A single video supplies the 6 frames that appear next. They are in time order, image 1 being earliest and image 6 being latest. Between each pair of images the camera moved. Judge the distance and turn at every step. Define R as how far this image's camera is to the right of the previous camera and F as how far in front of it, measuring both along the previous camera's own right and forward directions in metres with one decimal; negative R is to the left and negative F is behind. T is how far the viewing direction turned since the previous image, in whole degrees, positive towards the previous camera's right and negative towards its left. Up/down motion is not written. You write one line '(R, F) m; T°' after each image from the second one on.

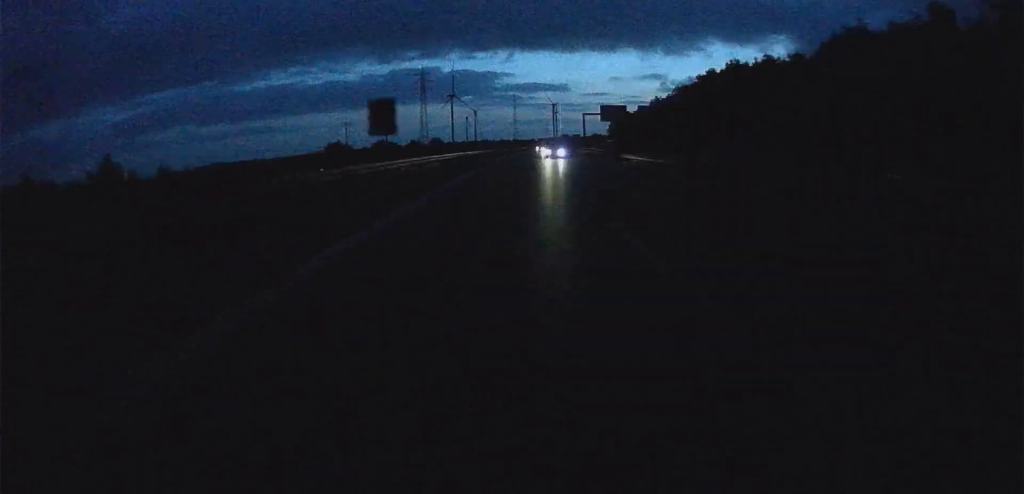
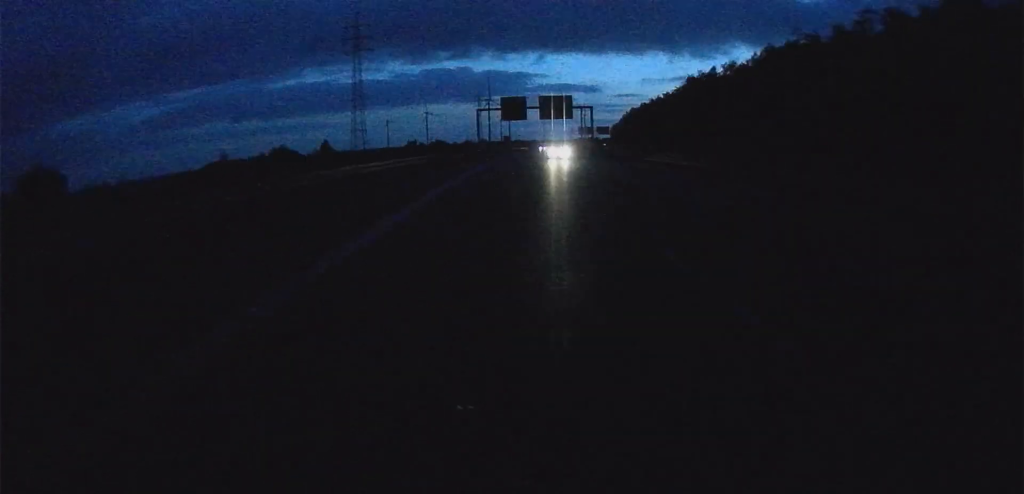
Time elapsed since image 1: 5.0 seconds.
(-0.8, +116.5) m; -3°
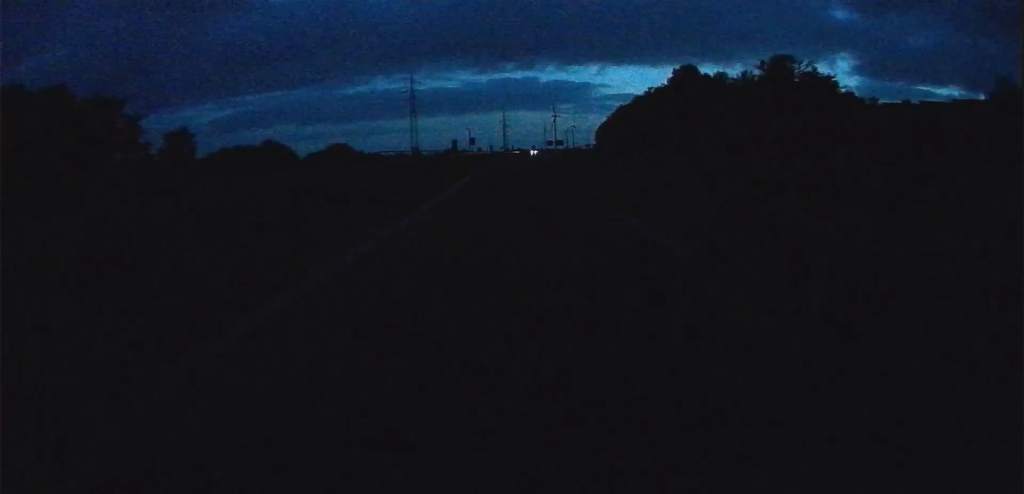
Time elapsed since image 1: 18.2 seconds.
(-20.2, +346.6) m; -7°
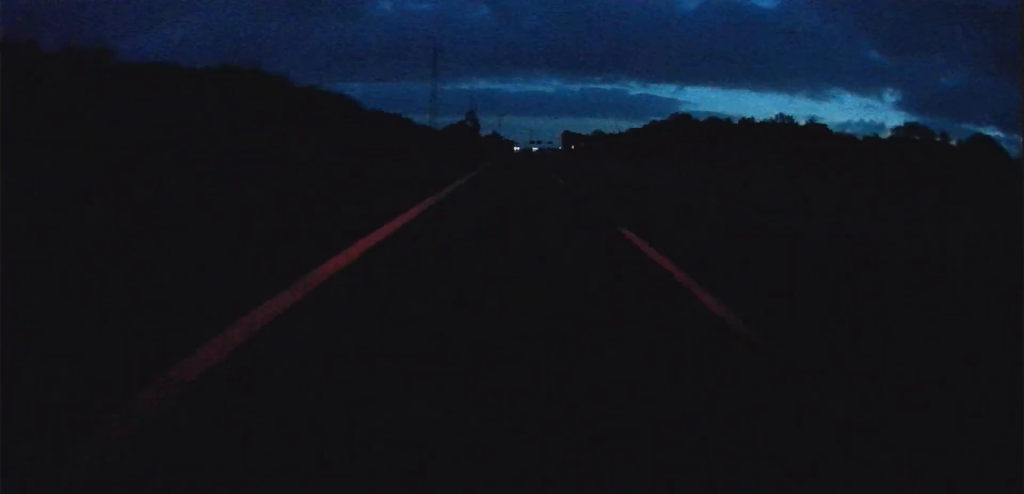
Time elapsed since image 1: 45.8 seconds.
(-21.4, +661.7) m; +15°
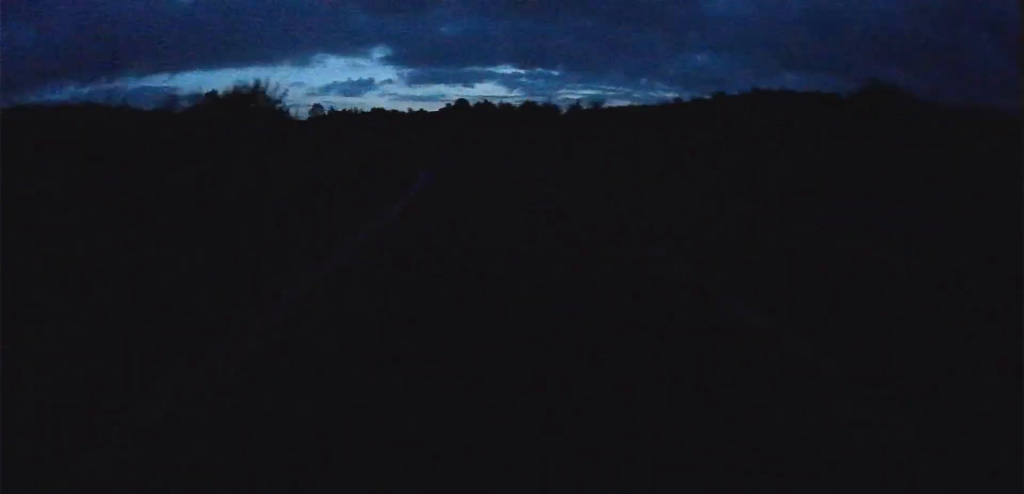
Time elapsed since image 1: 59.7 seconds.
(+80.1, +243.0) m; +40°
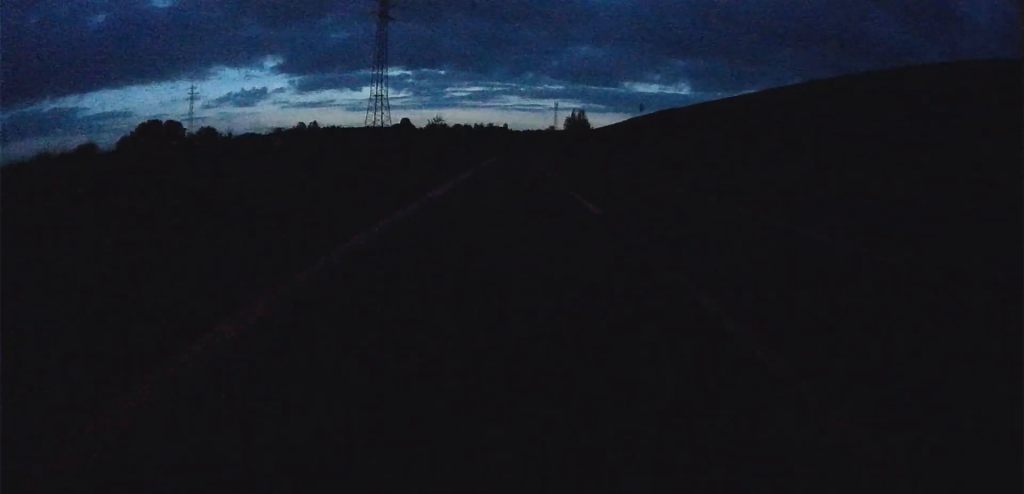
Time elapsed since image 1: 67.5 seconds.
(+29.9, +150.1) m; +21°
